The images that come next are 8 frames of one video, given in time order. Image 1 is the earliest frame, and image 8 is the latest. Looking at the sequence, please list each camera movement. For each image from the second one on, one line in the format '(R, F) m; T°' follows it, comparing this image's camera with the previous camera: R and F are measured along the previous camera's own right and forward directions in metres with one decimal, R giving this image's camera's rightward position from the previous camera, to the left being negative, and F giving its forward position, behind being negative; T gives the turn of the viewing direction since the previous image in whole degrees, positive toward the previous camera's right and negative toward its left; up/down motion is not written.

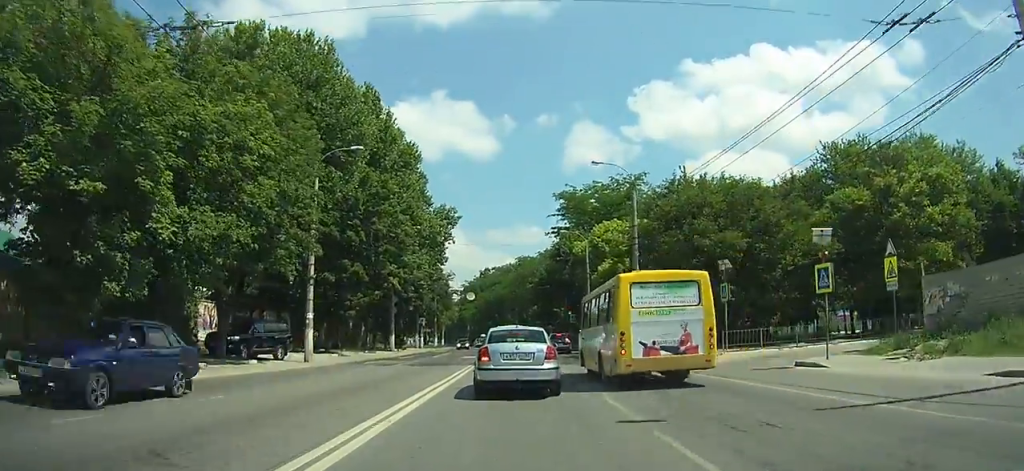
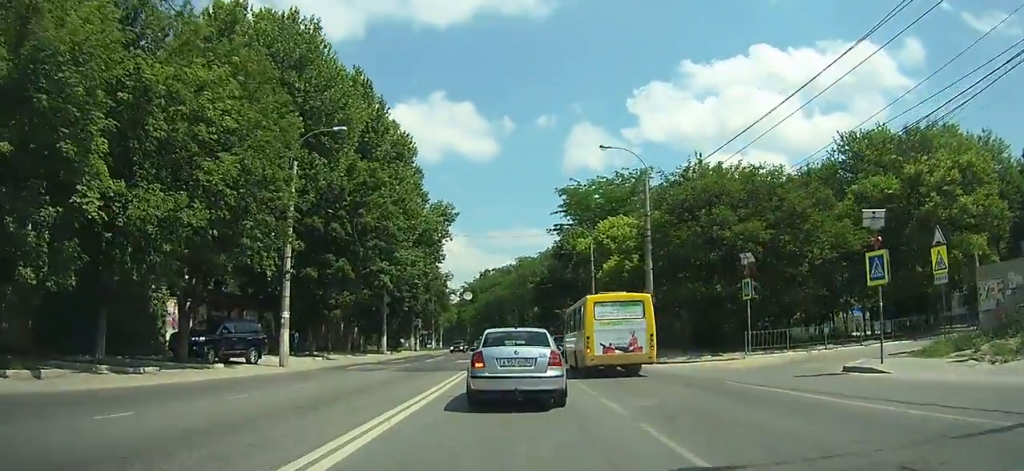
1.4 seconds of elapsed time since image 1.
(+0.1, +4.5) m; +1°
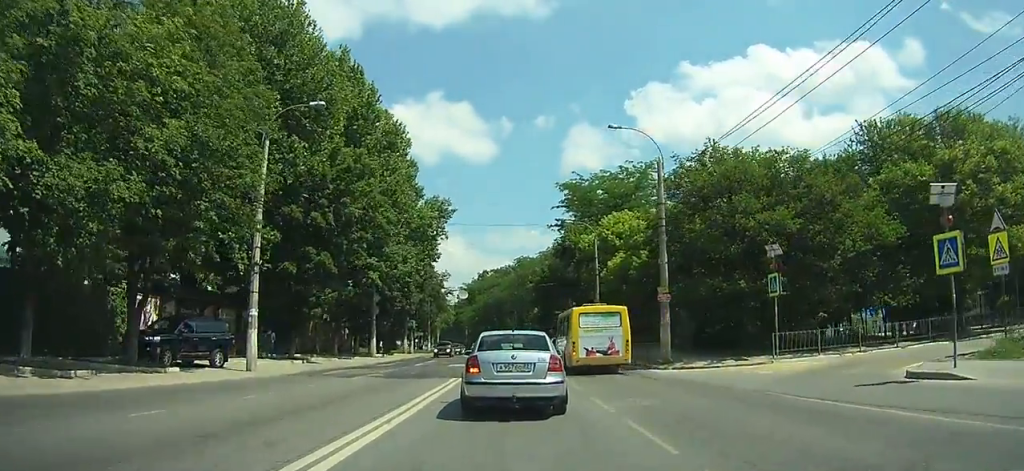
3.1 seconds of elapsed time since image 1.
(0.0, +4.7) m; +1°
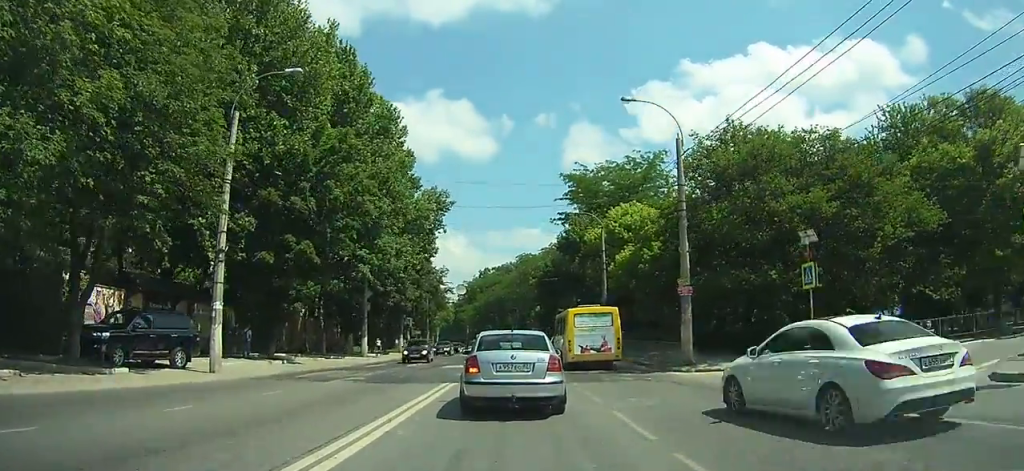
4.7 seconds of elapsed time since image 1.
(0.0, +3.8) m; +1°
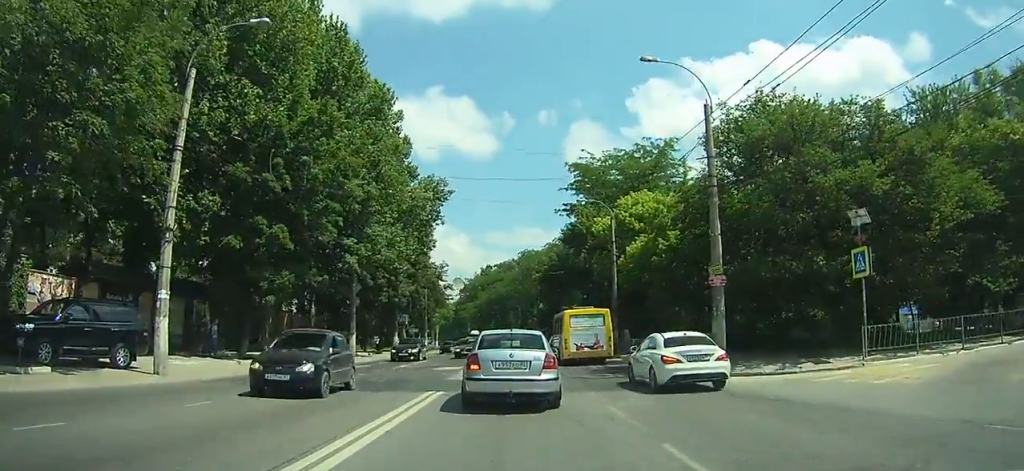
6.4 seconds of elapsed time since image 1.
(+0.1, +4.2) m; +1°
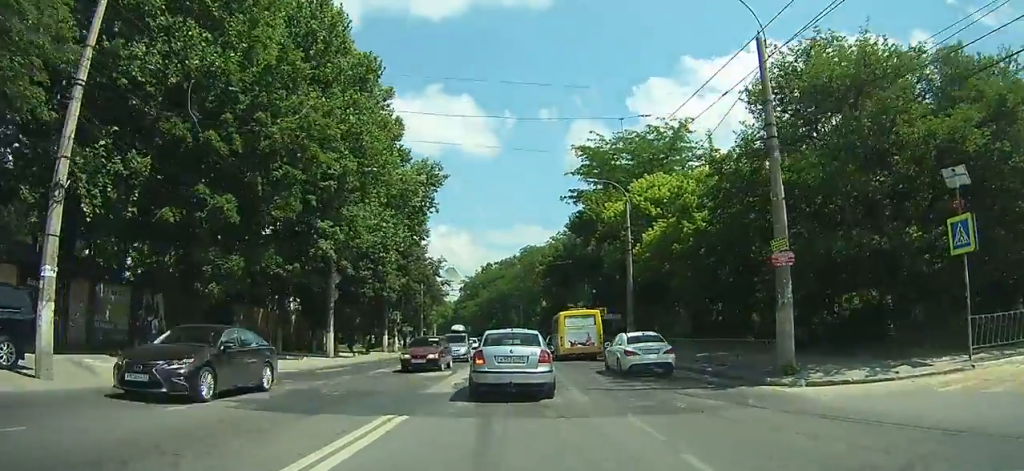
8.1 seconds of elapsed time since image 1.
(+0.1, +4.3) m; +1°
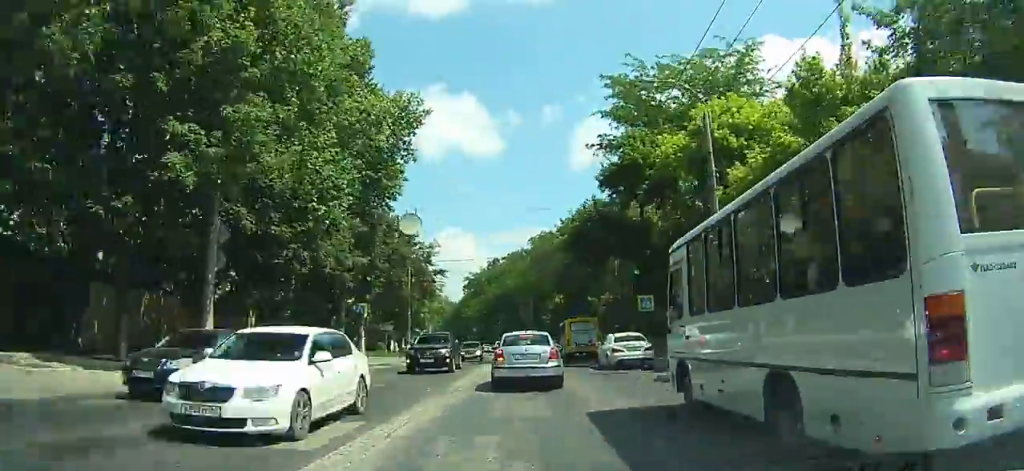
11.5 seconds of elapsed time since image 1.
(-0.1, +10.6) m; -2°
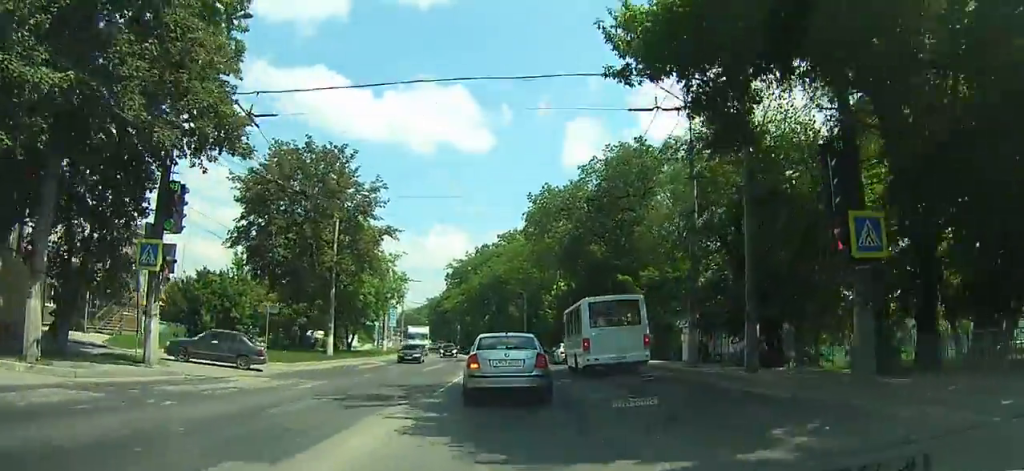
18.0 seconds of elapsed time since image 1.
(-1.1, +26.3) m; -3°
